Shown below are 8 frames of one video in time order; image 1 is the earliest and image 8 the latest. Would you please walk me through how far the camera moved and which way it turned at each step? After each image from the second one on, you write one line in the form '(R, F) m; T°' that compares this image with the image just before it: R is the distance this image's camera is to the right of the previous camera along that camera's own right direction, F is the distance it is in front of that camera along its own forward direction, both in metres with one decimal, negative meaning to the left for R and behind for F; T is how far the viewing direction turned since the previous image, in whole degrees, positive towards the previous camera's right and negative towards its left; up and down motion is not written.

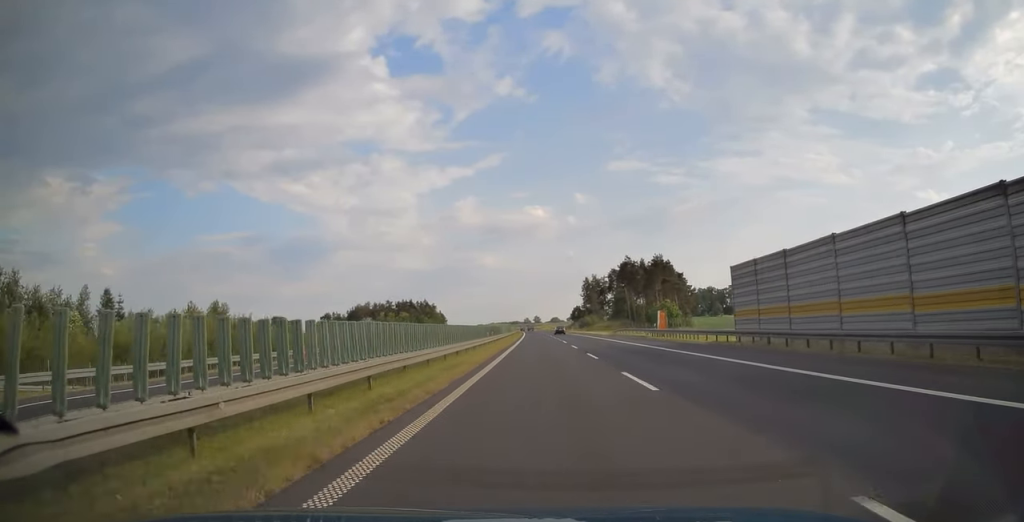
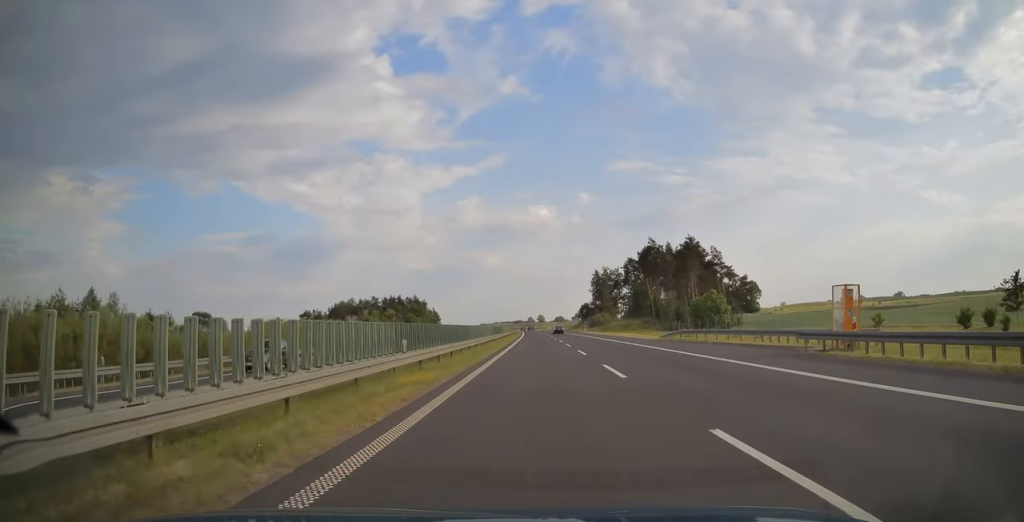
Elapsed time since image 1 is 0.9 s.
(-0.1, +33.1) m; 0°
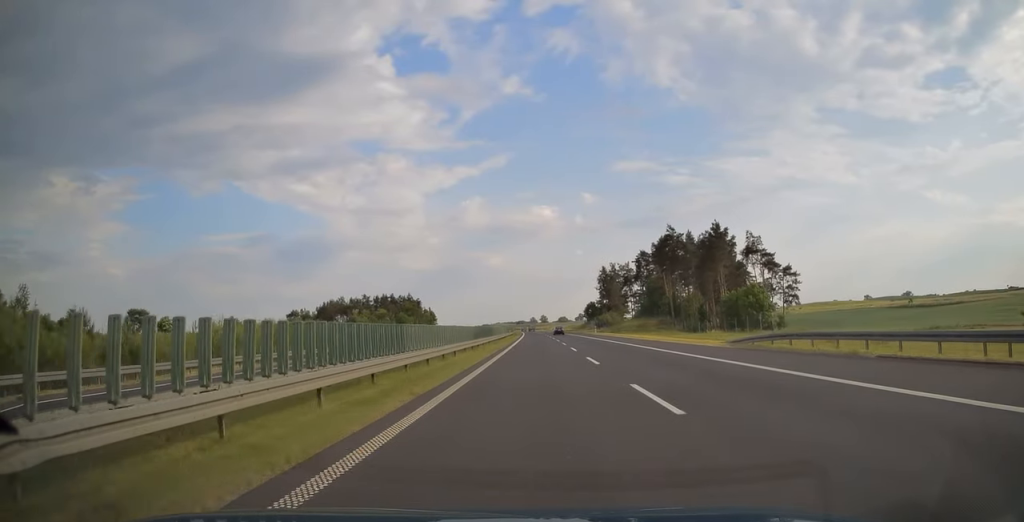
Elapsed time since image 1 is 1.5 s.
(0.0, +18.4) m; 0°
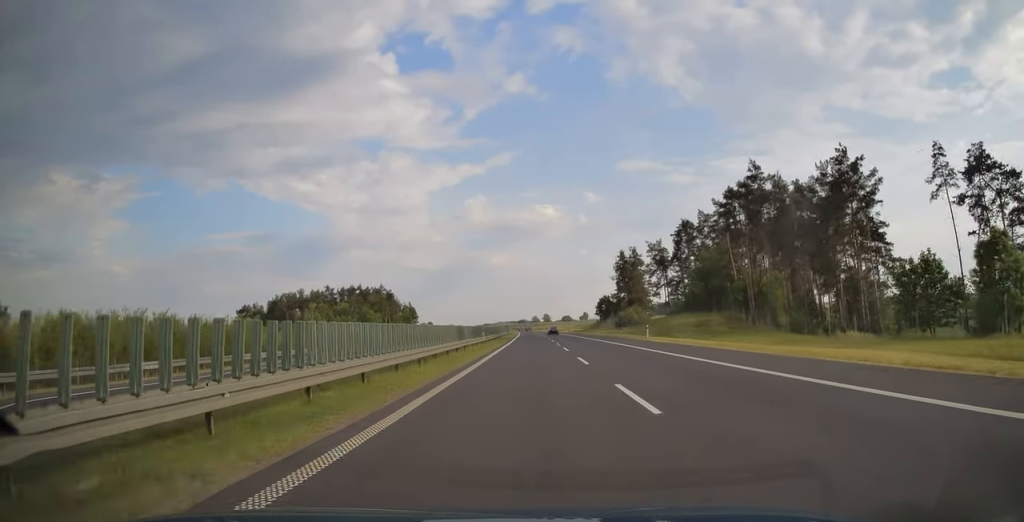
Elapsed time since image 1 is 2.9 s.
(-0.1, +48.3) m; 0°
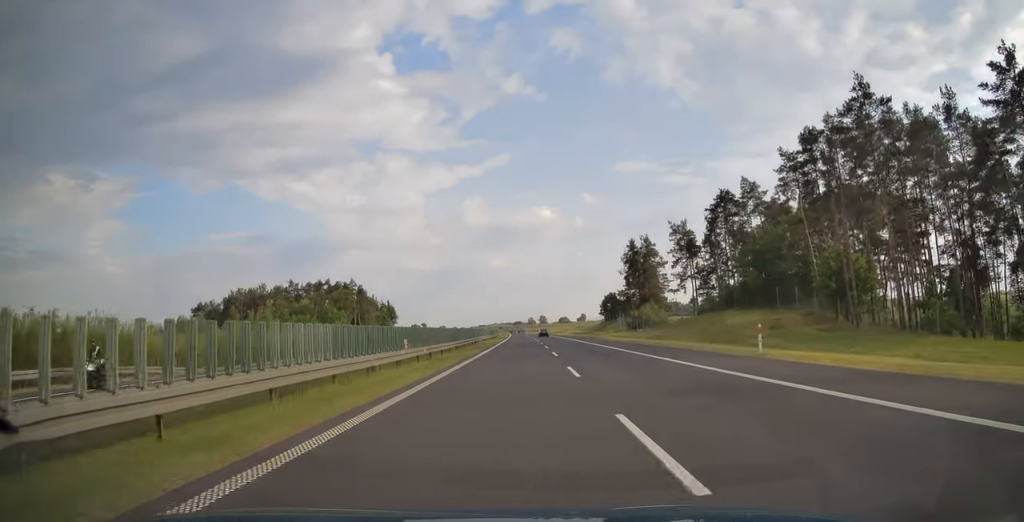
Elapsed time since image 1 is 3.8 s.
(0.0, +28.7) m; 0°
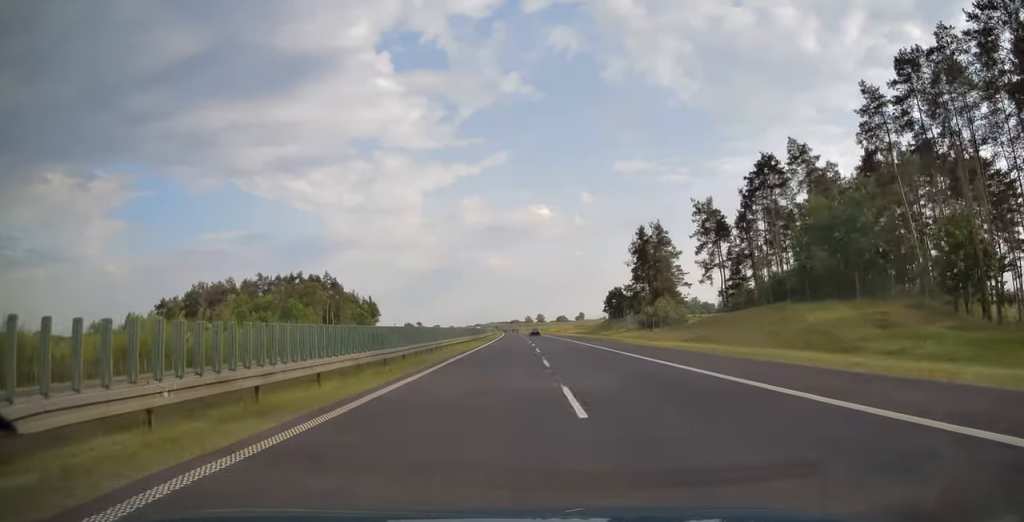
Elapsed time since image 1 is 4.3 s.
(0.0, +19.6) m; 0°
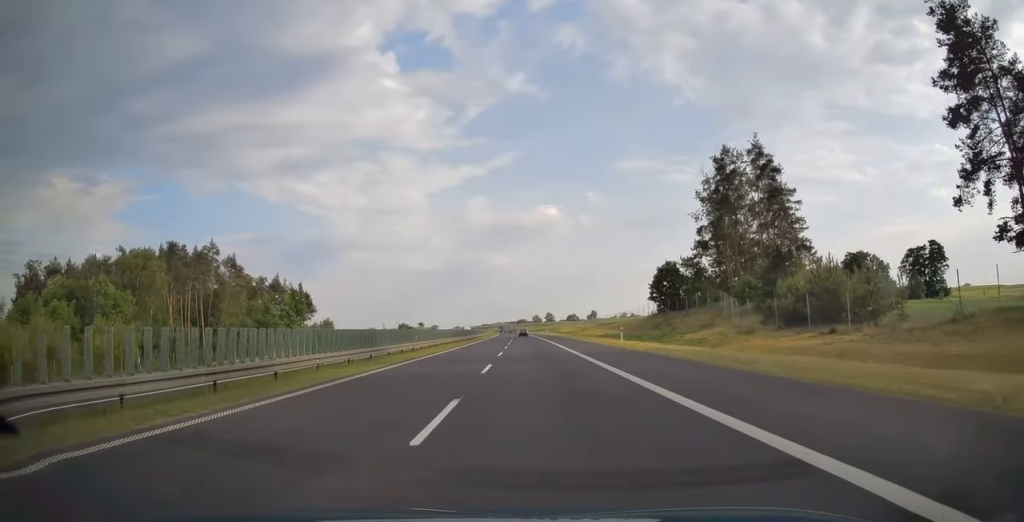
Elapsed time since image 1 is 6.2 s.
(+0.3, +62.5) m; 0°
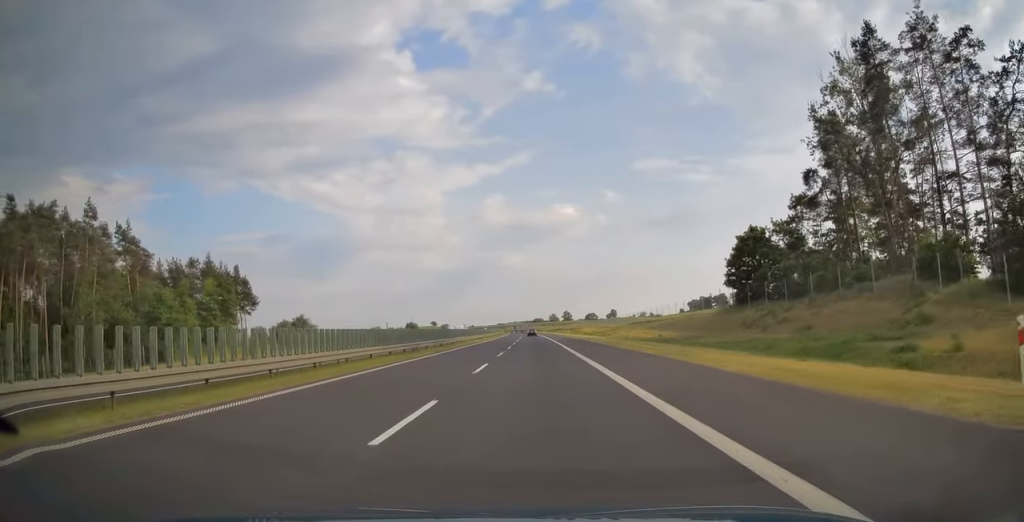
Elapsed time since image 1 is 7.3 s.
(-0.2, +36.1) m; -1°
